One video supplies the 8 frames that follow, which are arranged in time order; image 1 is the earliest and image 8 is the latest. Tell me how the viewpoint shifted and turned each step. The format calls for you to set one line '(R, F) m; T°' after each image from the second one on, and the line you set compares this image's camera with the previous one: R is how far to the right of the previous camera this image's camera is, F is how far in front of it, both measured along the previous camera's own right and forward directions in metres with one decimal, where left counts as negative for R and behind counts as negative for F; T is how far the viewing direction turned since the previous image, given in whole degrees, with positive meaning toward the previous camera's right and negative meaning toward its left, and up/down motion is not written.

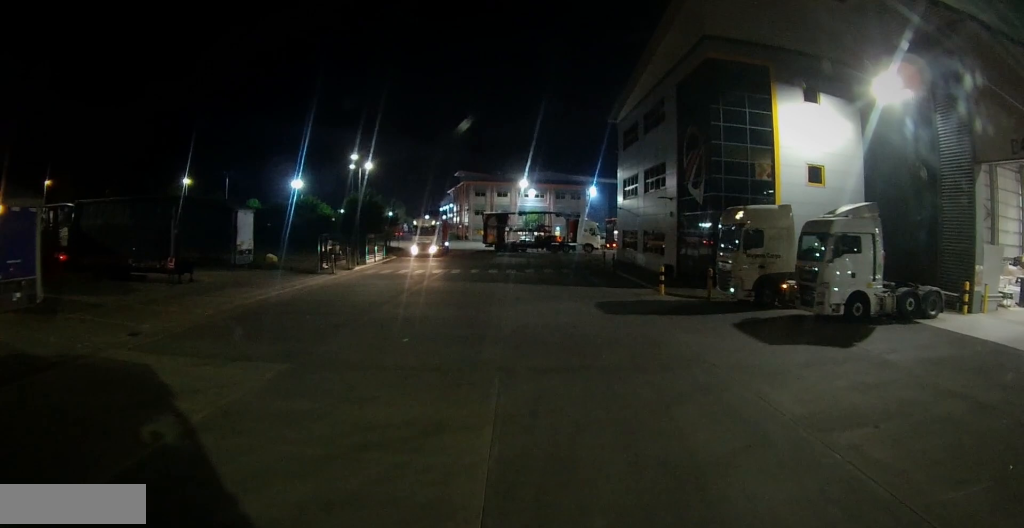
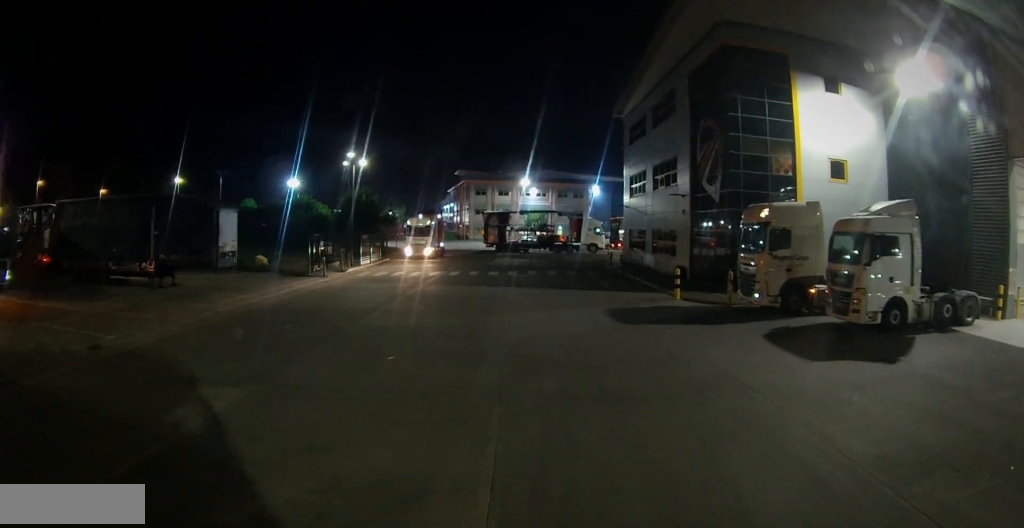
(0.0, +3.5) m; +1°
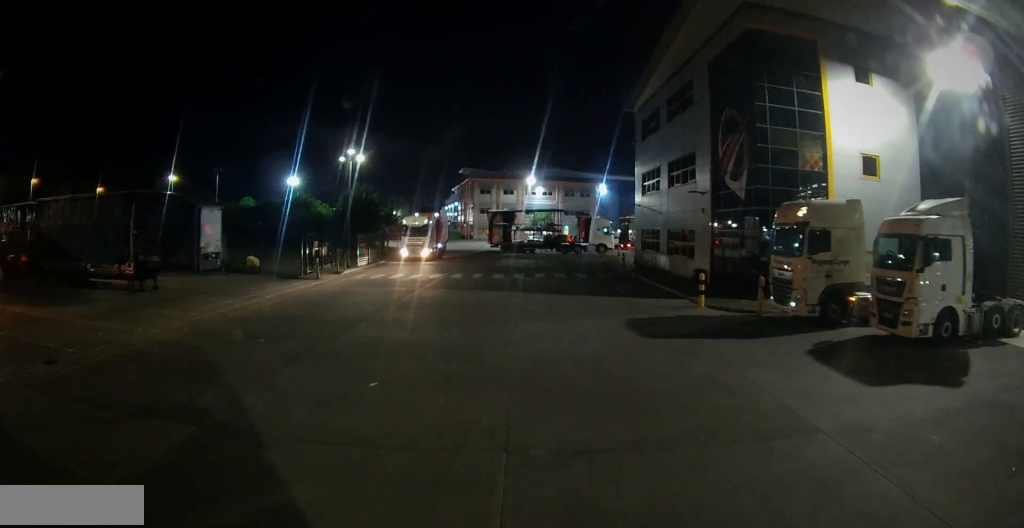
(-0.1, +4.7) m; 0°
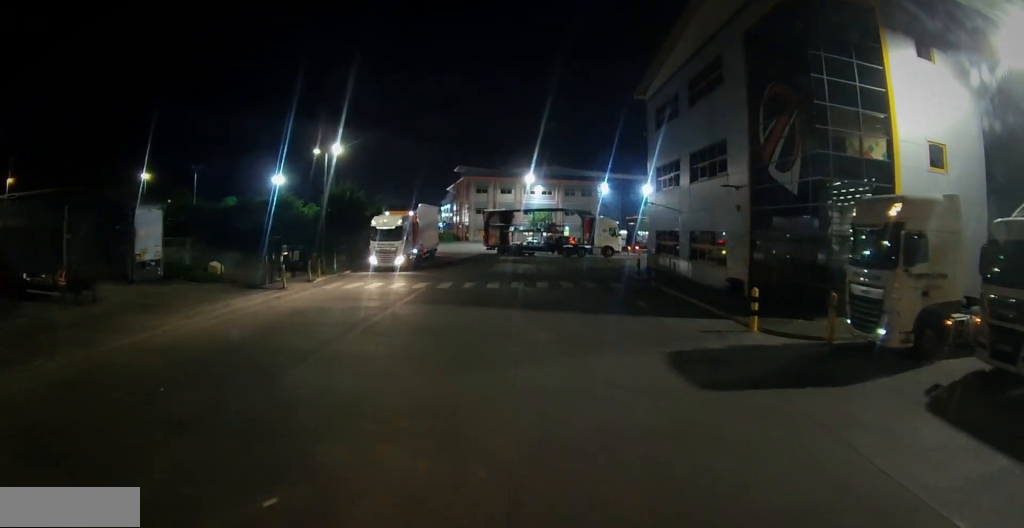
(+0.4, +12.3) m; +2°
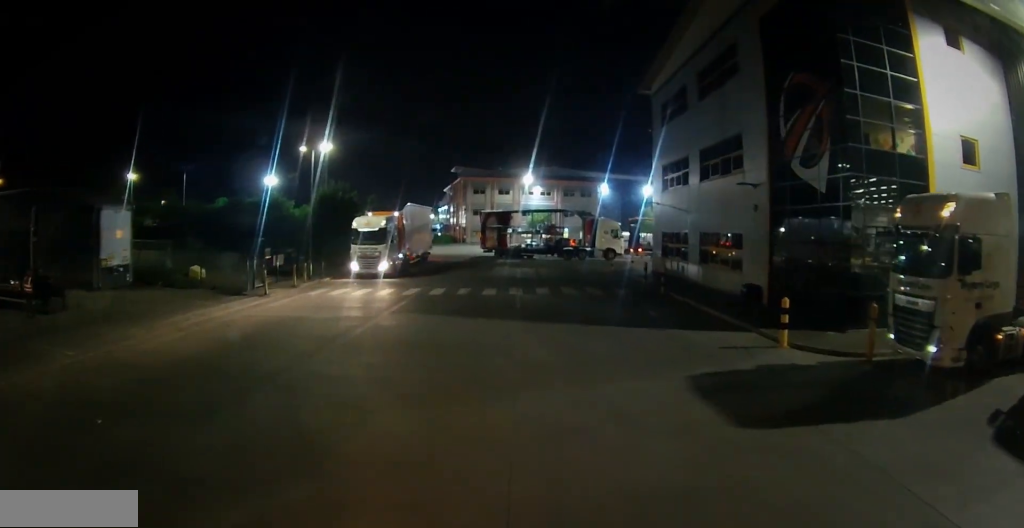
(0.0, +6.5) m; 0°
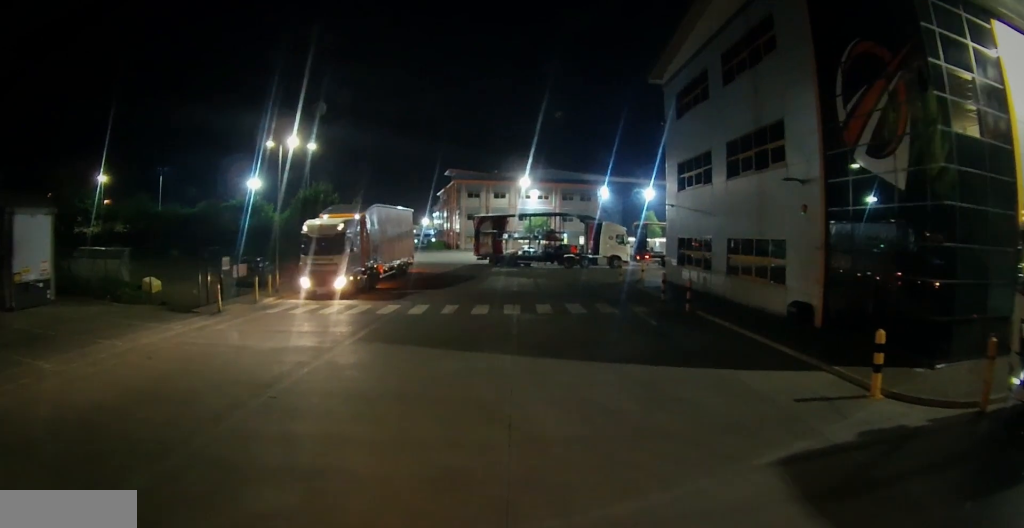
(0.0, +12.0) m; 0°
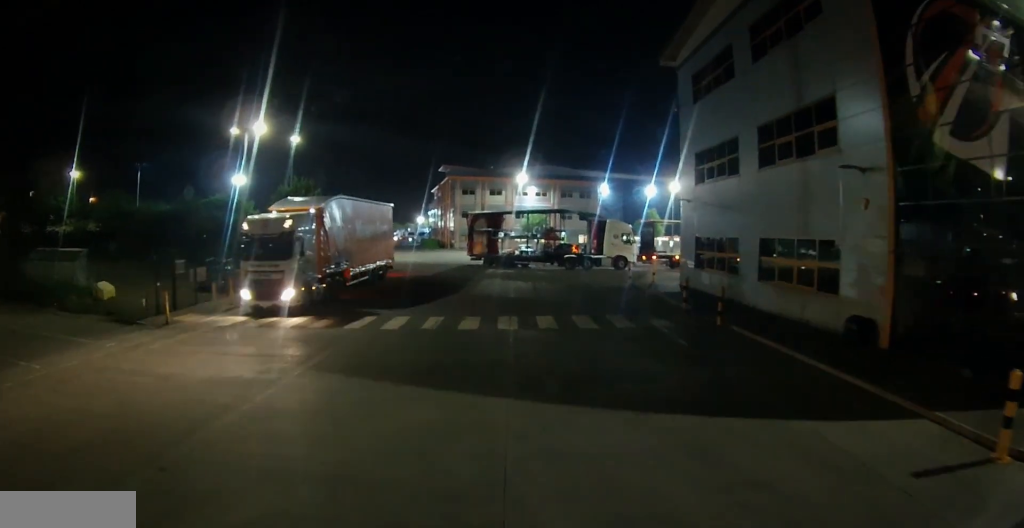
(0.0, +8.3) m; 0°
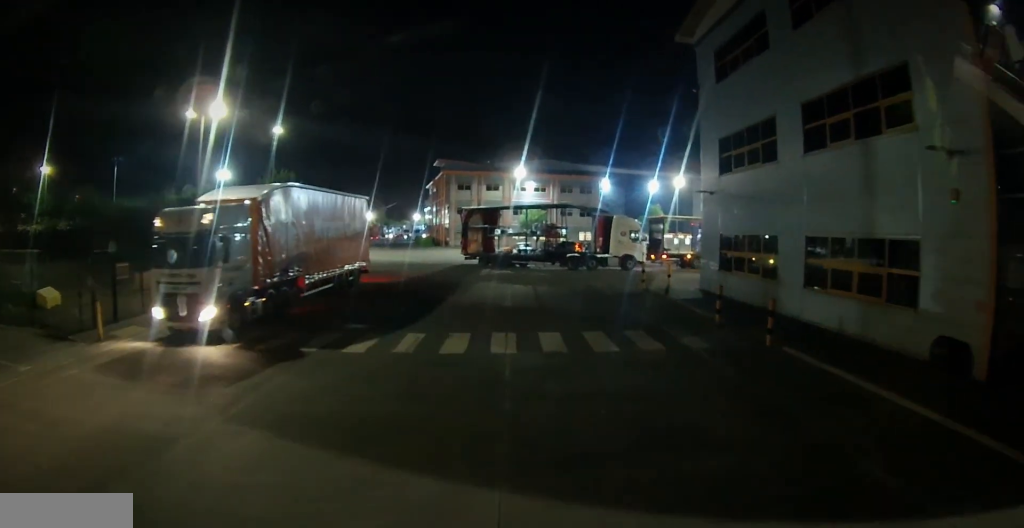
(0.0, +7.4) m; 0°
